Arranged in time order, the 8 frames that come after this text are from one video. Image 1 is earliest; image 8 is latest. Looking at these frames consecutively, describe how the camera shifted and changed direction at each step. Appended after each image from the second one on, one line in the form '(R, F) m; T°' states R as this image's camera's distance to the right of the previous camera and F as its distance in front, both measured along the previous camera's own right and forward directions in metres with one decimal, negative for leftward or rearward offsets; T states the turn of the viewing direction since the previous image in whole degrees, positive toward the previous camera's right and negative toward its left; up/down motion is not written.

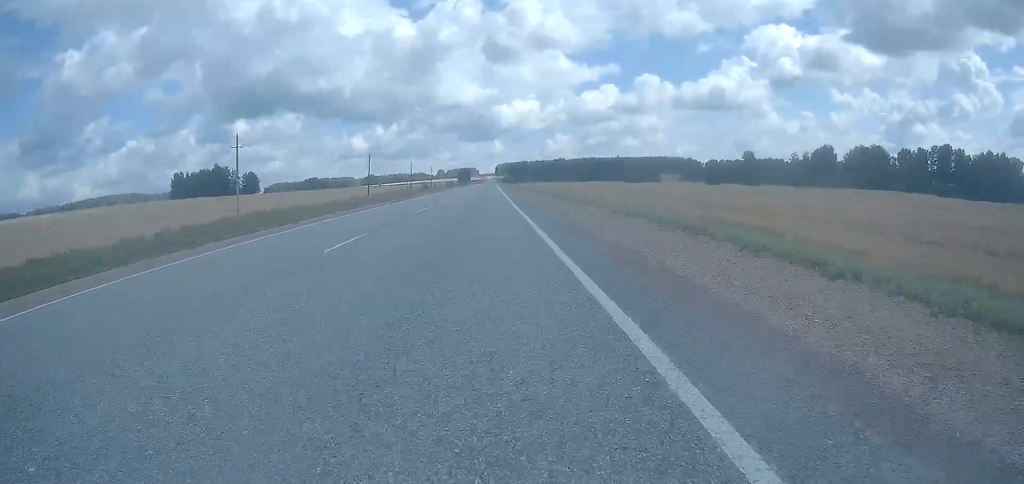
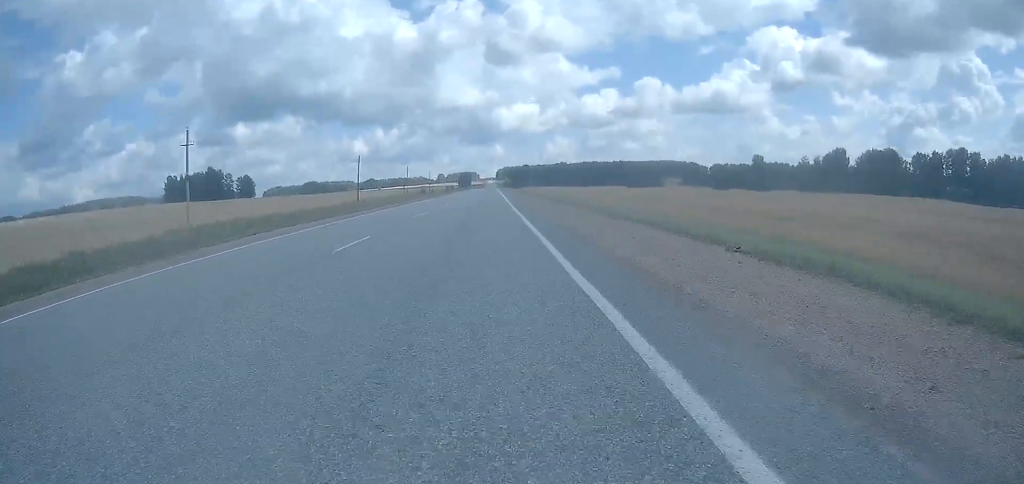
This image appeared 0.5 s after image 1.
(-0.1, +11.1) m; 0°
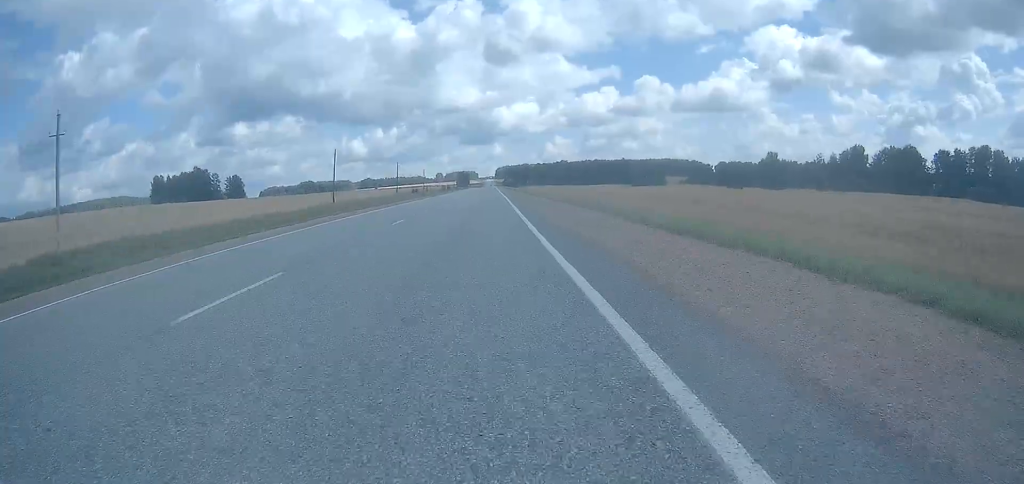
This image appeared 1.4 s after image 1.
(0.0, +17.6) m; 0°
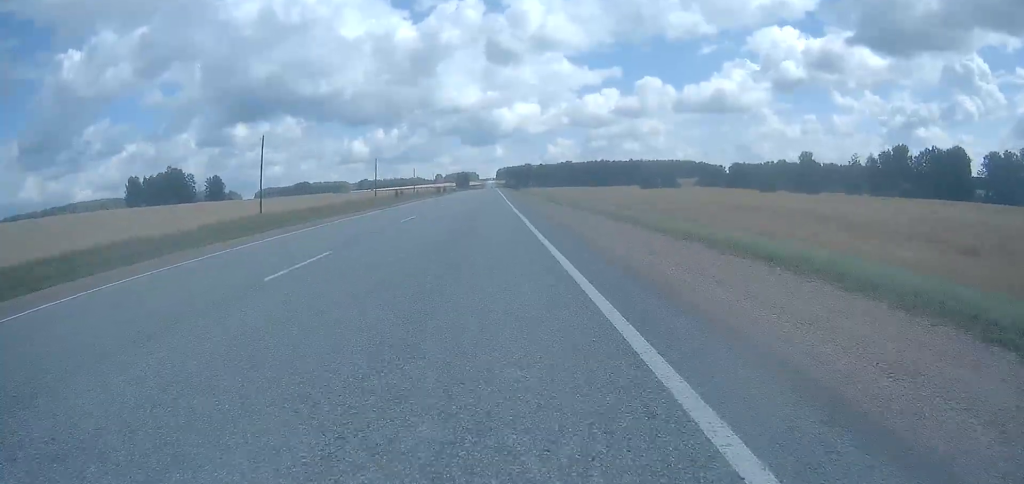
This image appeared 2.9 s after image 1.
(+0.1, +34.1) m; 0°
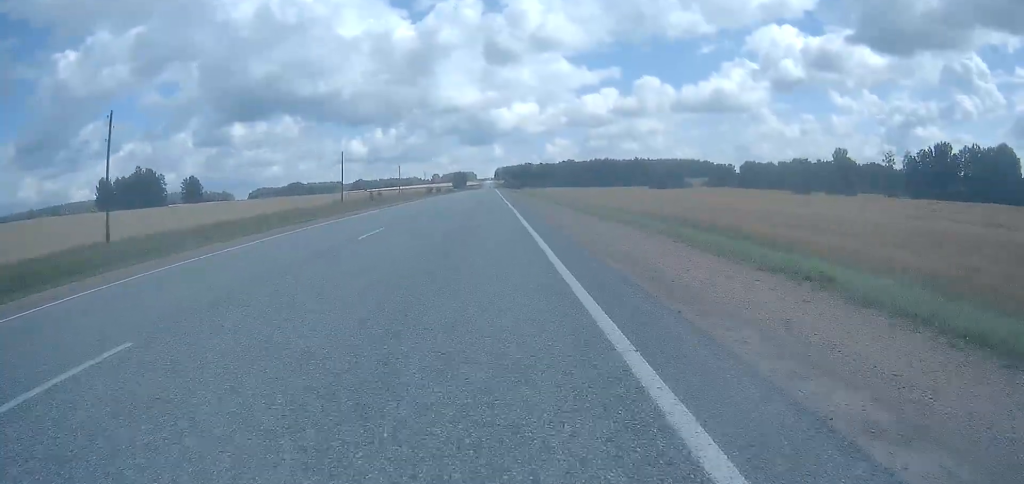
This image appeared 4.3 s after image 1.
(-0.1, +29.9) m; 0°
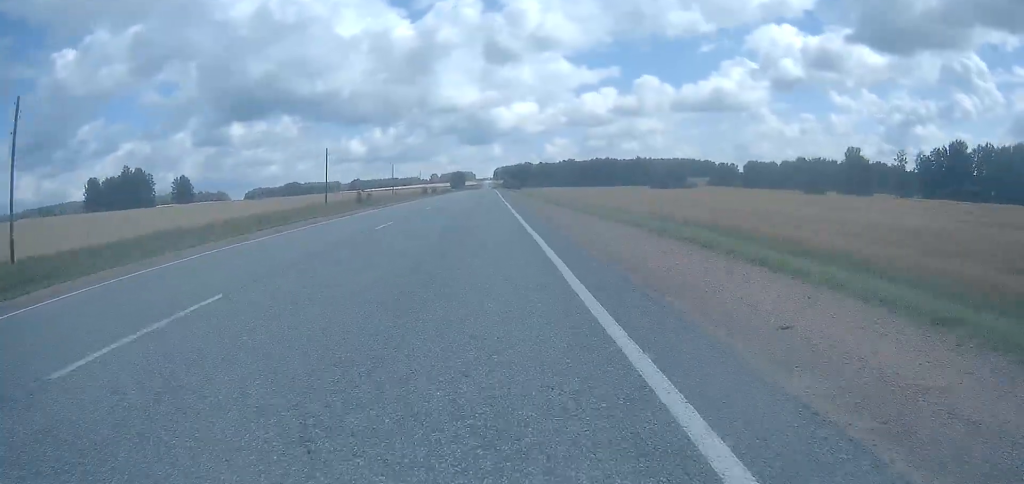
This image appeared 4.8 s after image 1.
(0.0, +9.9) m; 0°
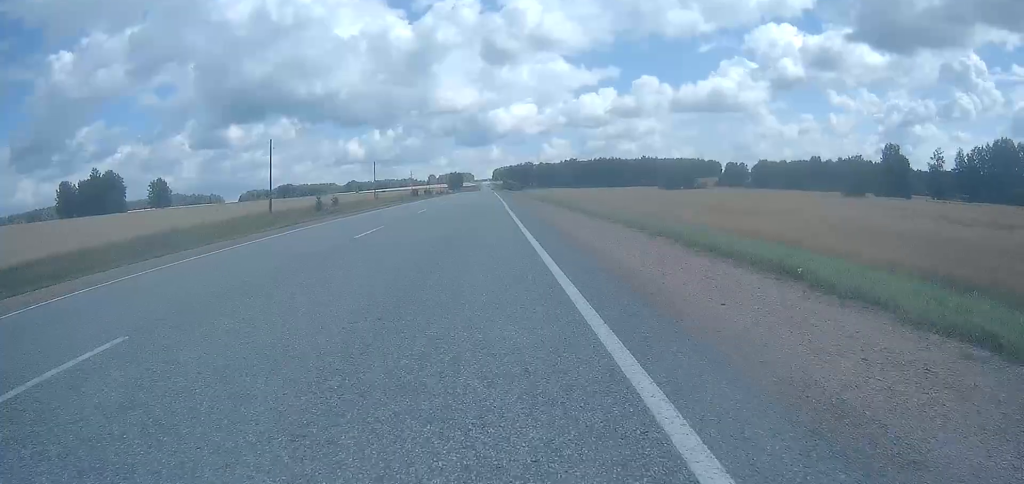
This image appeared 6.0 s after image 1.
(0.0, +25.9) m; 0°
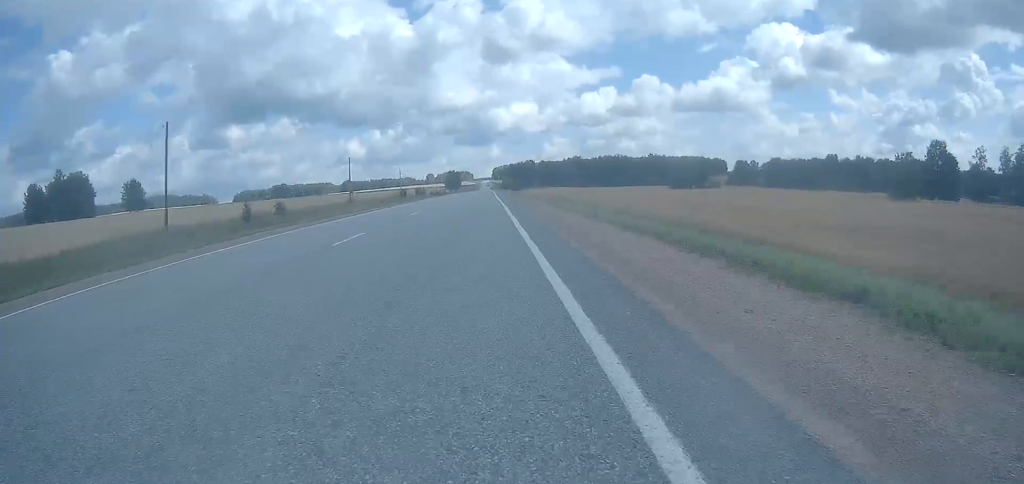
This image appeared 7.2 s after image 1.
(0.0, +25.4) m; 0°
